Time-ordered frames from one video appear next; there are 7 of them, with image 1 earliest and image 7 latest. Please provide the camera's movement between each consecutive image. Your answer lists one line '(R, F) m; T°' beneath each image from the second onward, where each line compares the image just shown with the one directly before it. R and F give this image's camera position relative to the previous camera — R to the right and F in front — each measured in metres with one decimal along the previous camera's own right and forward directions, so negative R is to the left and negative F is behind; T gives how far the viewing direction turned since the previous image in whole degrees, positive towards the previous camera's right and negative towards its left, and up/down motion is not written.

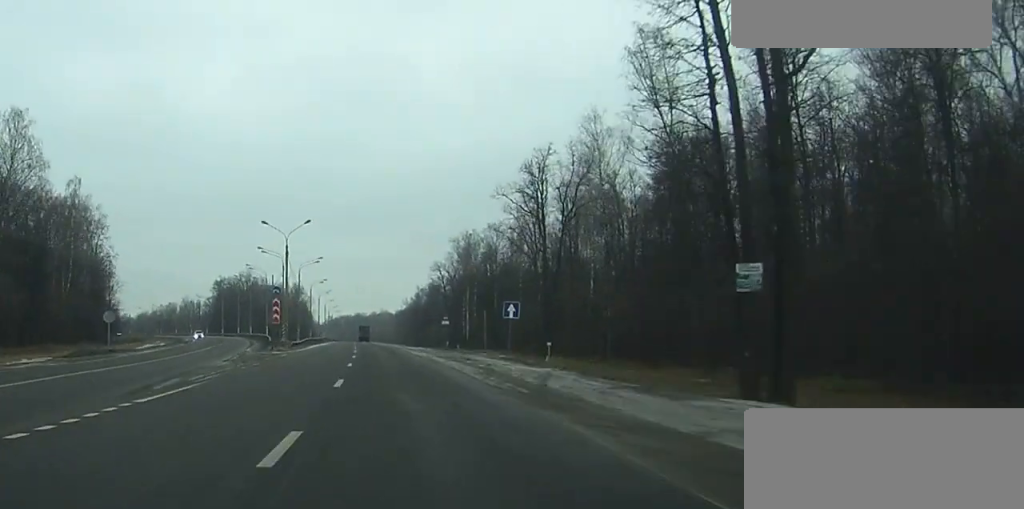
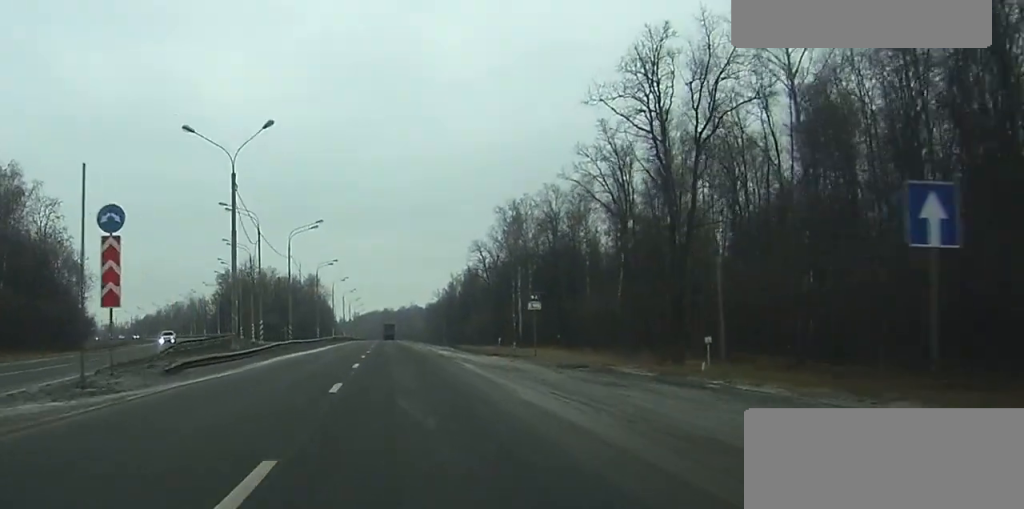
(-0.5, +33.6) m; -2°
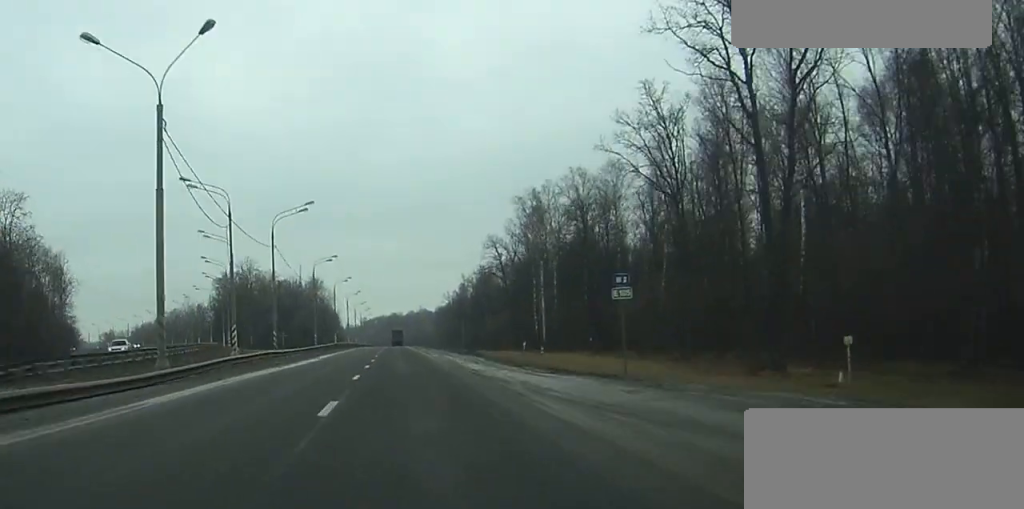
(-0.1, +16.3) m; -1°
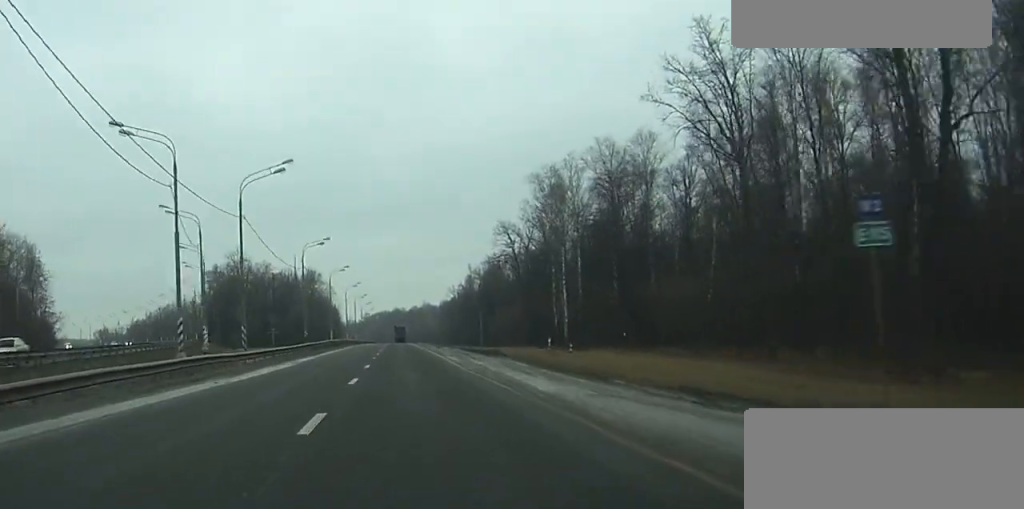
(-0.1, +15.6) m; 0°
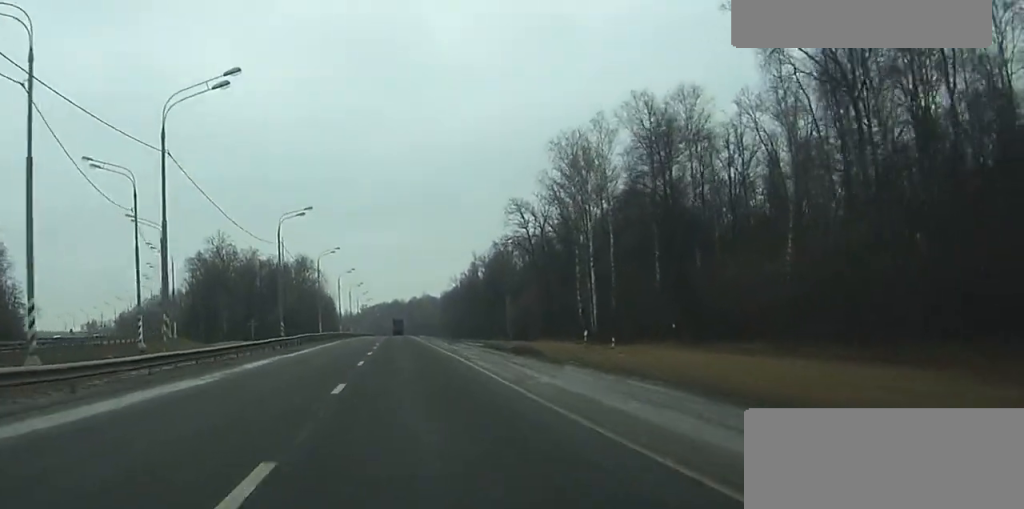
(0.0, +17.6) m; 0°
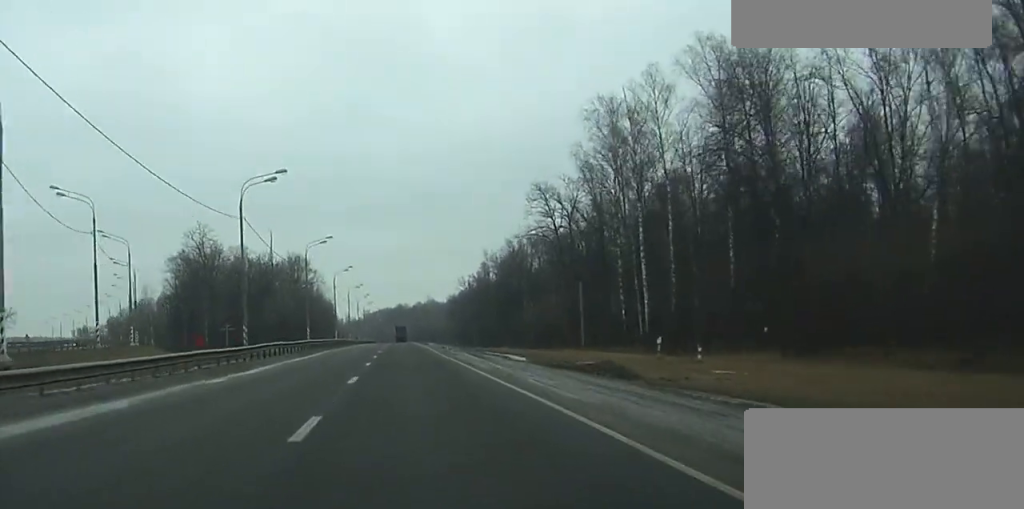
(0.0, +18.5) m; 0°
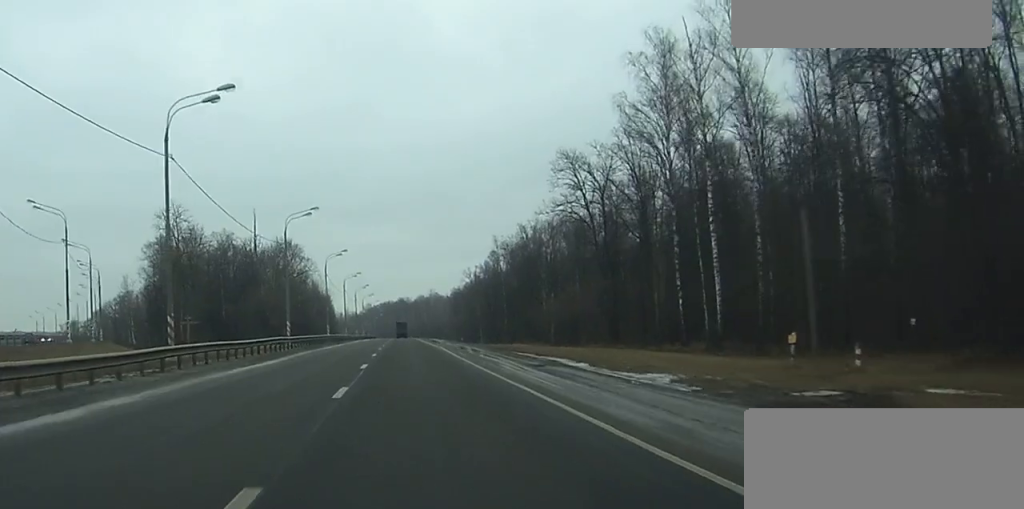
(0.0, +16.3) m; 0°
